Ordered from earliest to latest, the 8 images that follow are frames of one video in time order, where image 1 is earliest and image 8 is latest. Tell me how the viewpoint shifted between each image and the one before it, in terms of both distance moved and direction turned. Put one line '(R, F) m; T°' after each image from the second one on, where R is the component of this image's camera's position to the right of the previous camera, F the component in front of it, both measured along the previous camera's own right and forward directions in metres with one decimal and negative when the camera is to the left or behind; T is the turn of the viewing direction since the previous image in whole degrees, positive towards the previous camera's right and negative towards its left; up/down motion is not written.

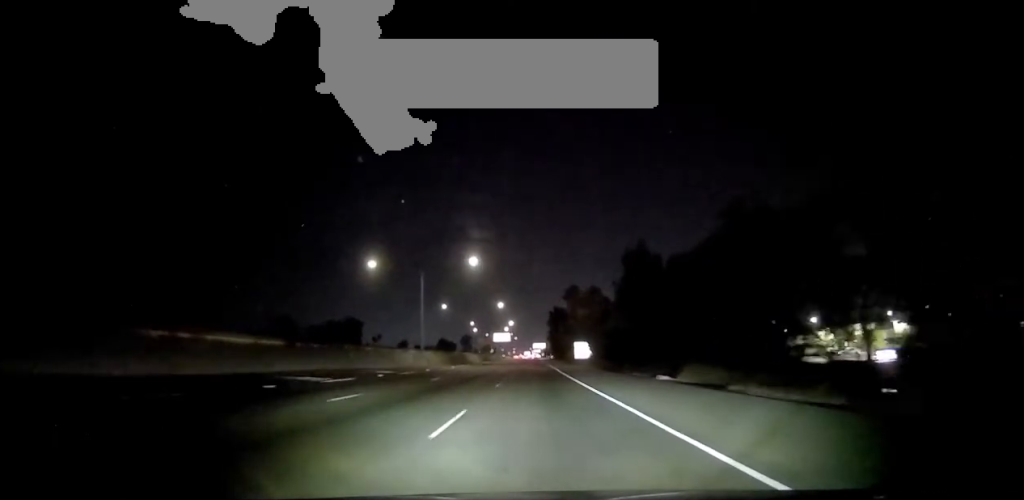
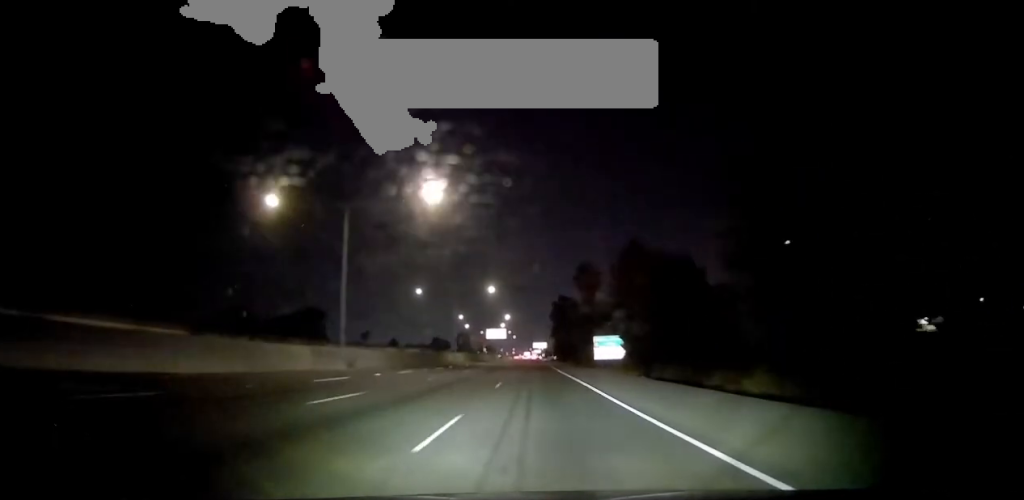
(-0.4, +30.6) m; -1°
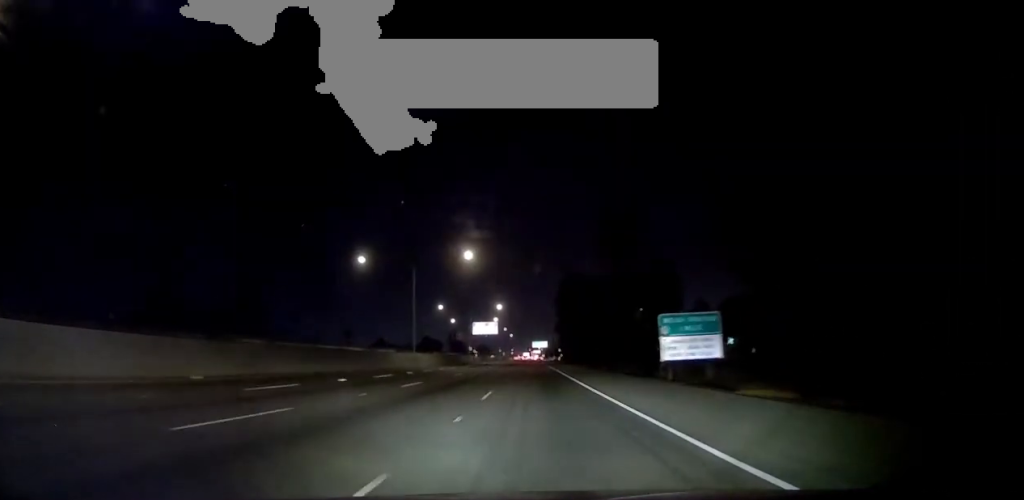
(+0.8, +34.9) m; +1°
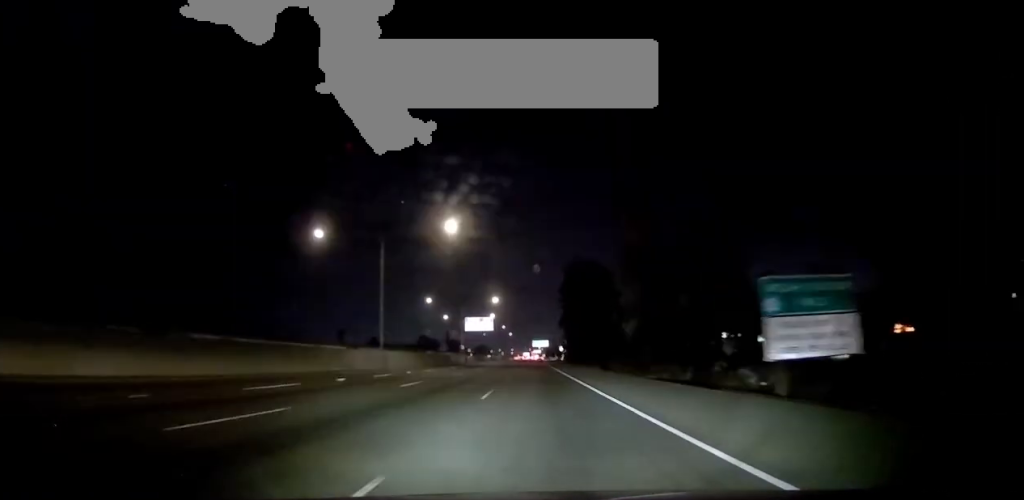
(-0.4, +14.9) m; 0°
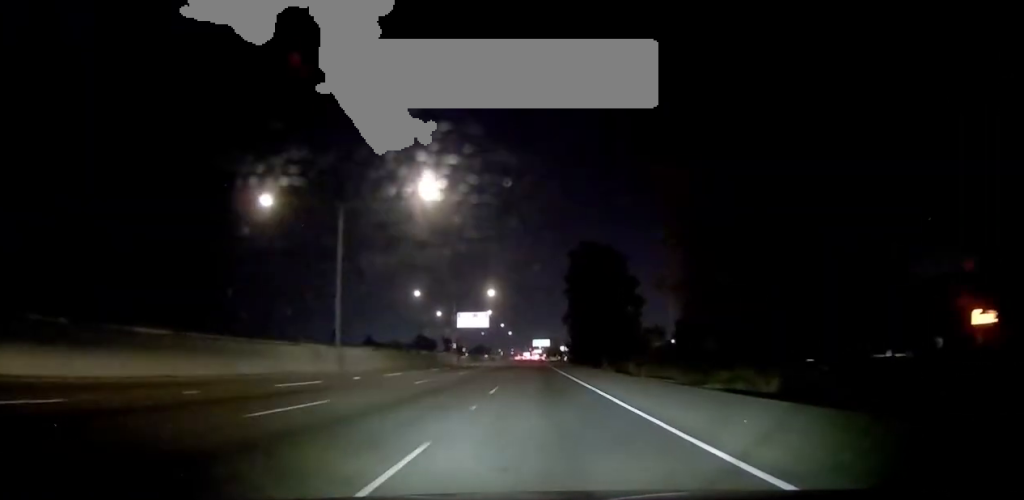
(-0.4, +12.2) m; -1°
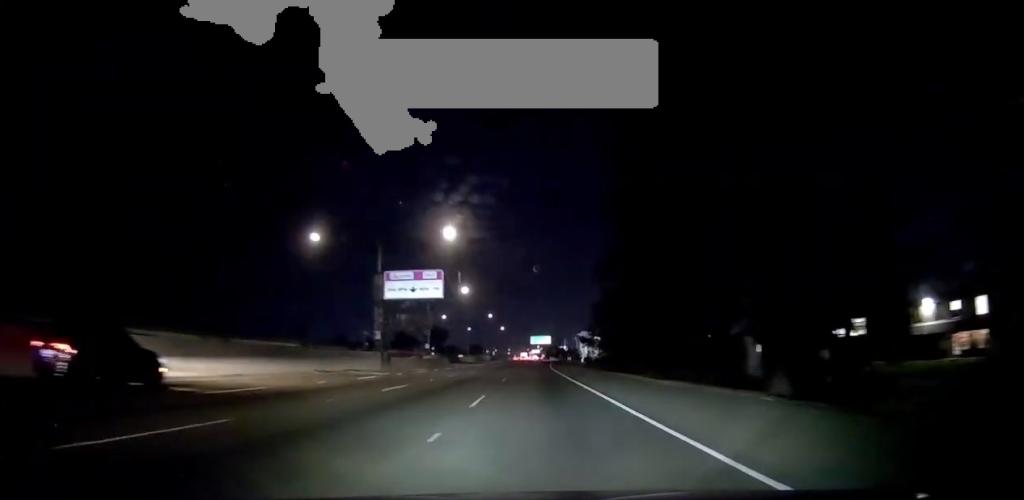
(+0.7, +48.7) m; 0°
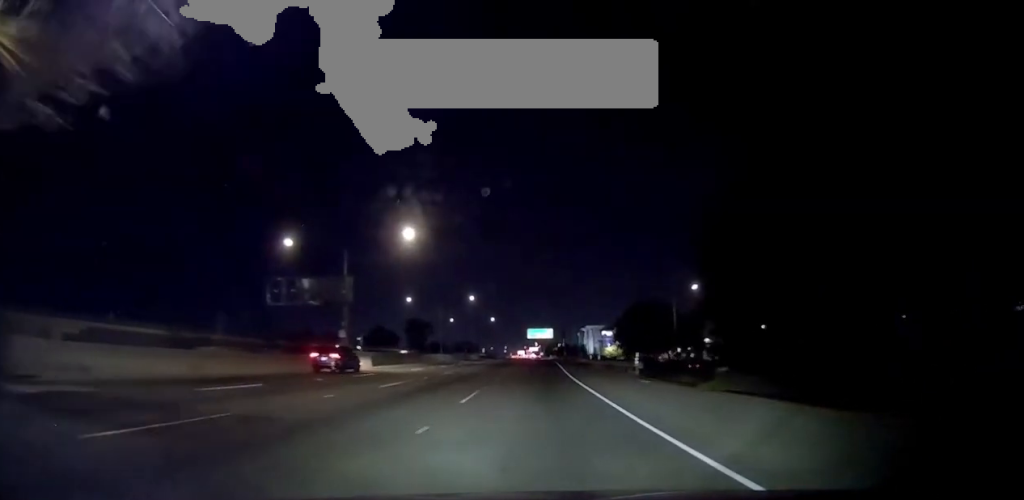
(-0.3, +44.3) m; 0°
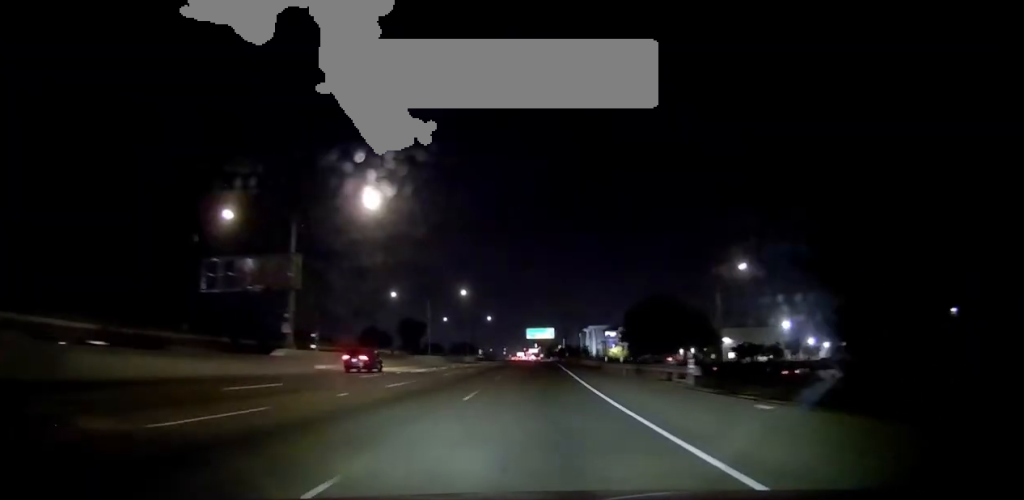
(+0.1, +13.0) m; +1°
